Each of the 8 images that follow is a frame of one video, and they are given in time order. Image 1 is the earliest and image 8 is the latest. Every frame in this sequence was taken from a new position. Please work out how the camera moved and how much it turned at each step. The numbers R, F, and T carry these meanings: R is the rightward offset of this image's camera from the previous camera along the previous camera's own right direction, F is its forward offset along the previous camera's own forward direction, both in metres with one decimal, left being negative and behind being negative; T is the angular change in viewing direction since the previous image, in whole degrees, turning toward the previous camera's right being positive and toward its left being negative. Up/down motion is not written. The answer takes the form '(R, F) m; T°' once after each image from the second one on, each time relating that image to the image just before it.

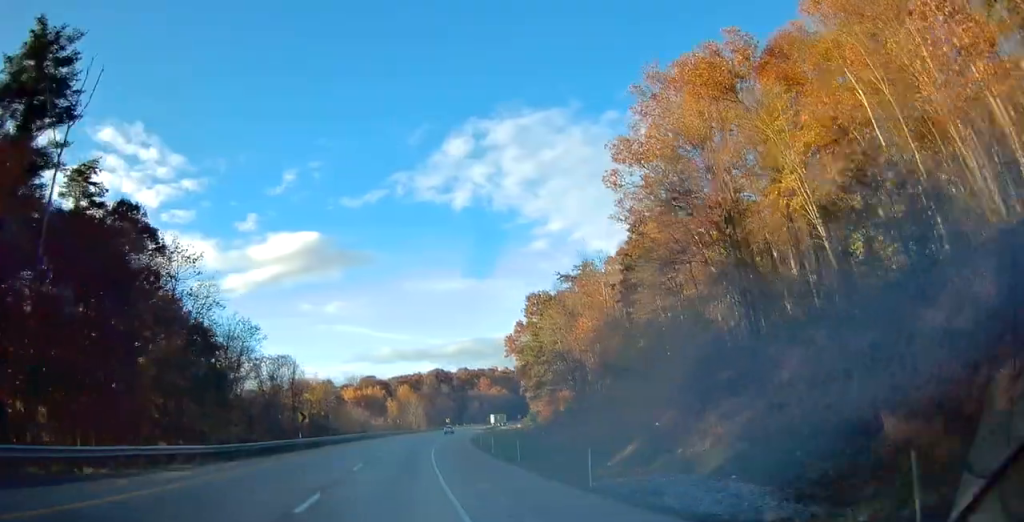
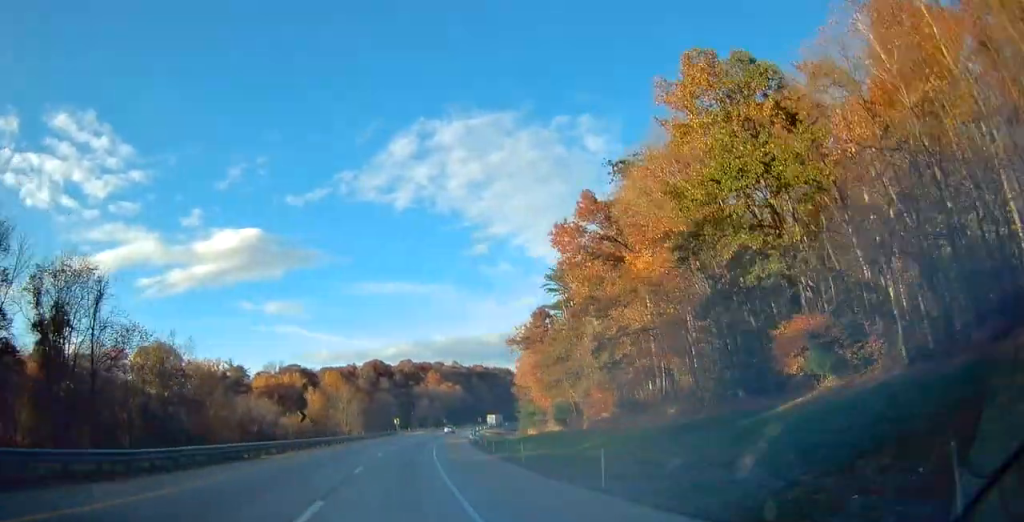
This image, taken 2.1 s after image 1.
(+3.6, +61.4) m; +7°
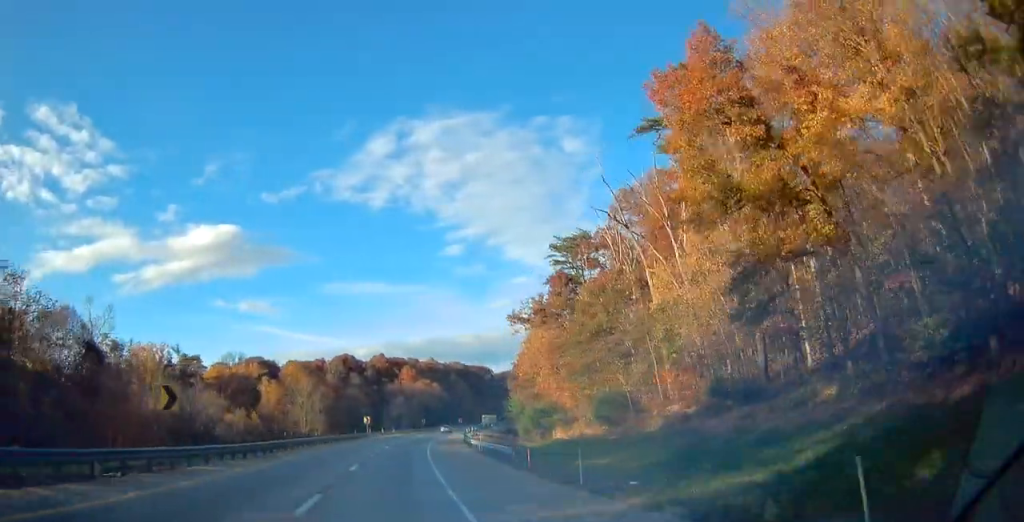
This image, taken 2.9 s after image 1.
(+0.6, +23.1) m; +3°
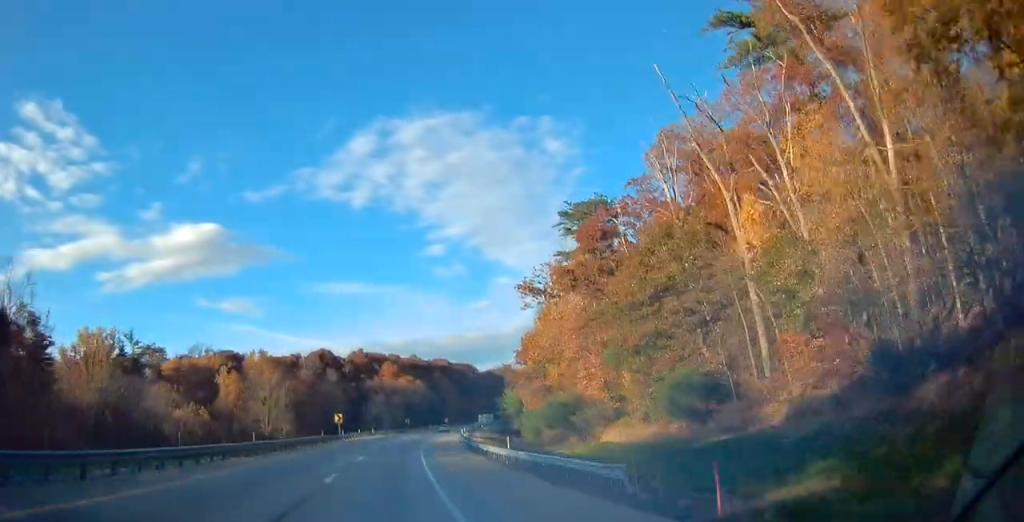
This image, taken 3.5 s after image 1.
(+0.3, +17.4) m; +2°
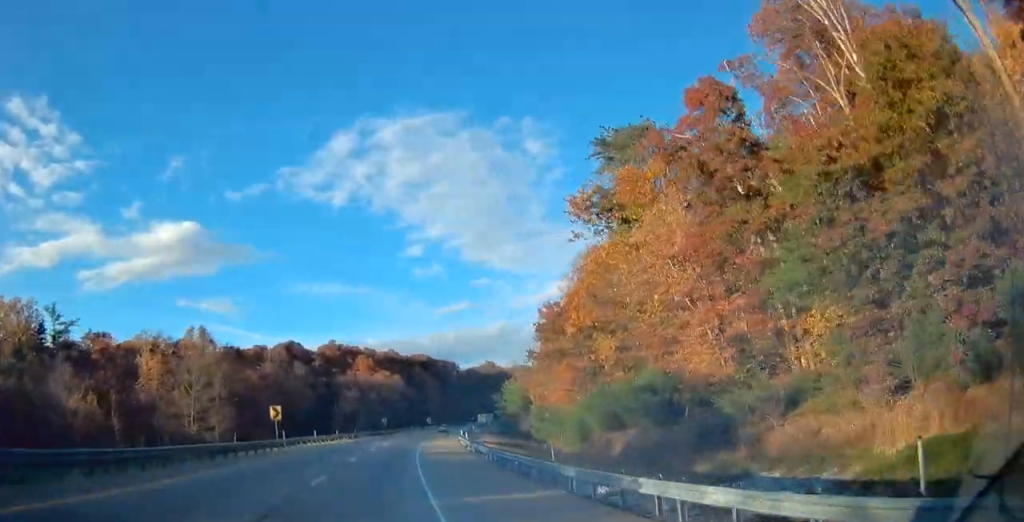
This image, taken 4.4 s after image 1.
(+0.6, +25.1) m; +2°
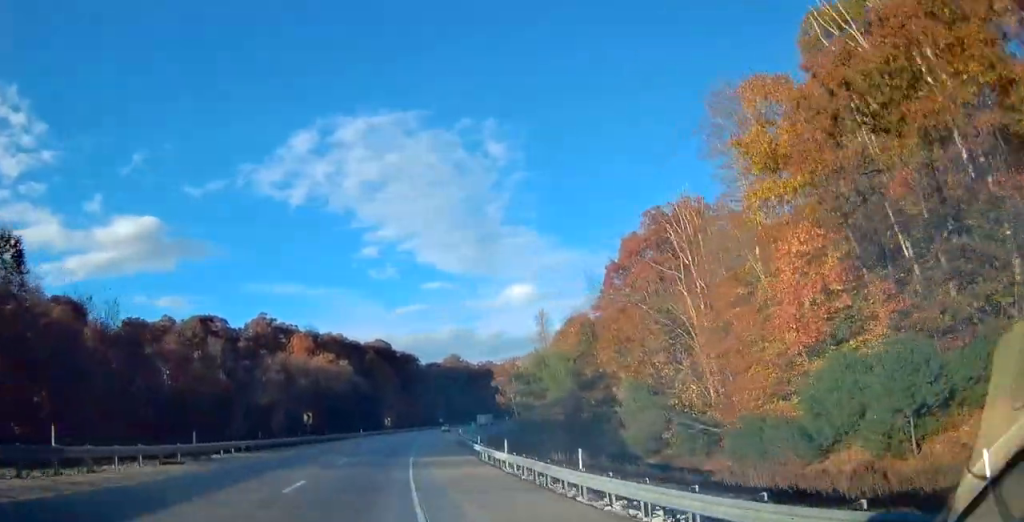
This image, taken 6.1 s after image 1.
(+2.1, +50.3) m; +5°
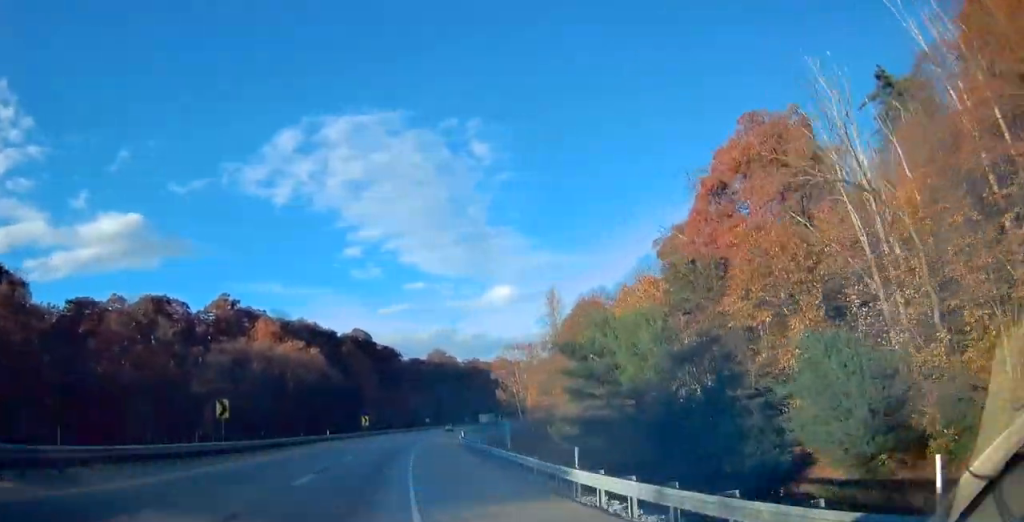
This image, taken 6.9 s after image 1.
(+0.3, +22.3) m; +2°
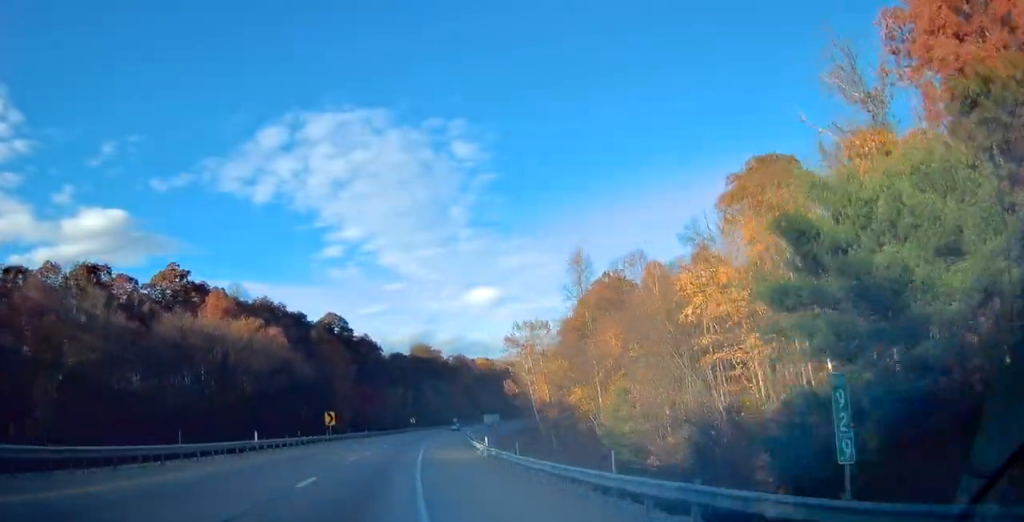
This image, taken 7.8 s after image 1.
(+0.4, +25.2) m; +2°
